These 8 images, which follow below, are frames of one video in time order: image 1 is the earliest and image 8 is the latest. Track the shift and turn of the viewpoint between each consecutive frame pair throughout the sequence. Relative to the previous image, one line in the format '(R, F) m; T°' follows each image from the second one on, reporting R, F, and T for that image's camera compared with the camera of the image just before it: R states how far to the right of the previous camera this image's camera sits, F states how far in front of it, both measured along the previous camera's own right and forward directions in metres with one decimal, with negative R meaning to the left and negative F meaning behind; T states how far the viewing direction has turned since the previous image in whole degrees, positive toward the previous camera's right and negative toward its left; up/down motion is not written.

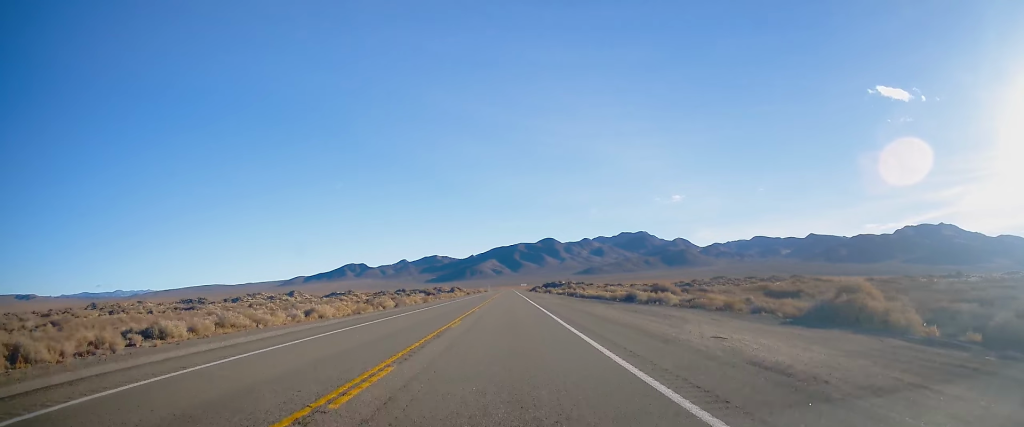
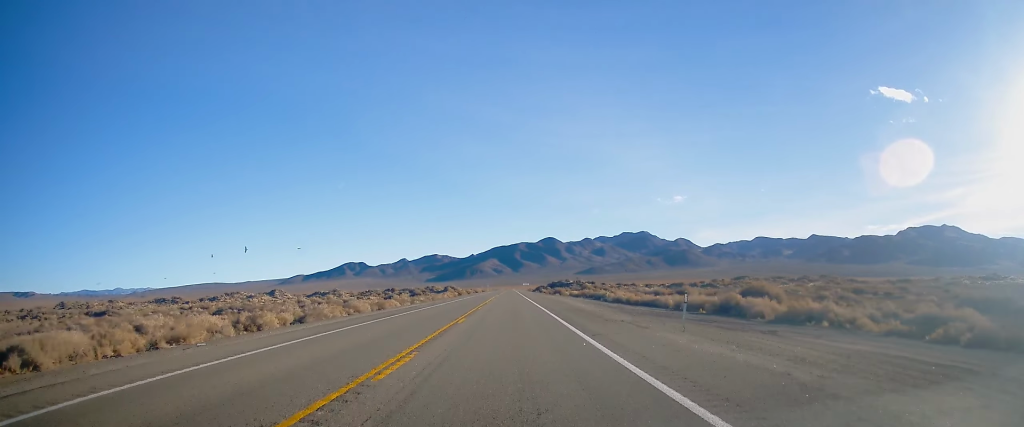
(0.0, +34.9) m; 0°
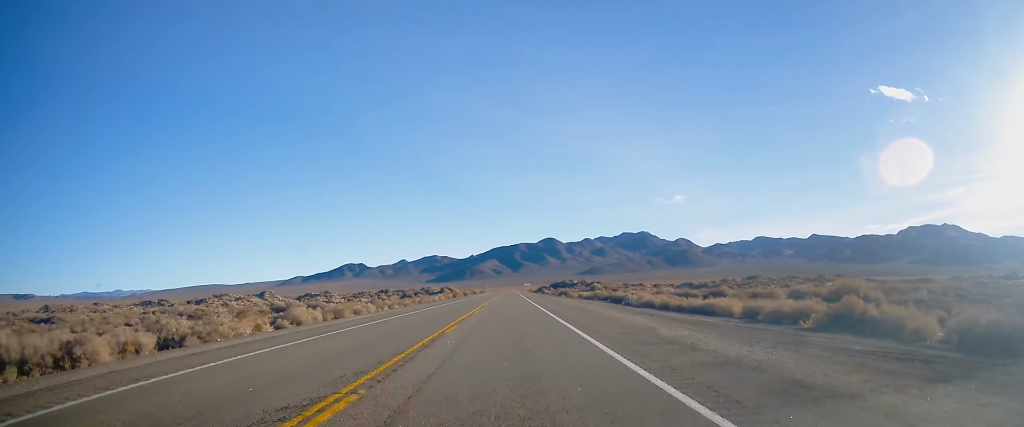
(0.0, +16.3) m; 0°
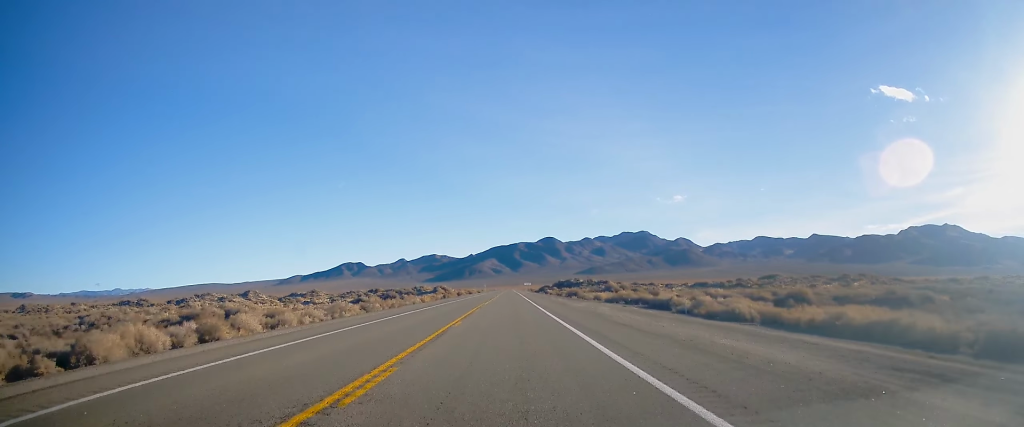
(0.0, +22.1) m; 0°
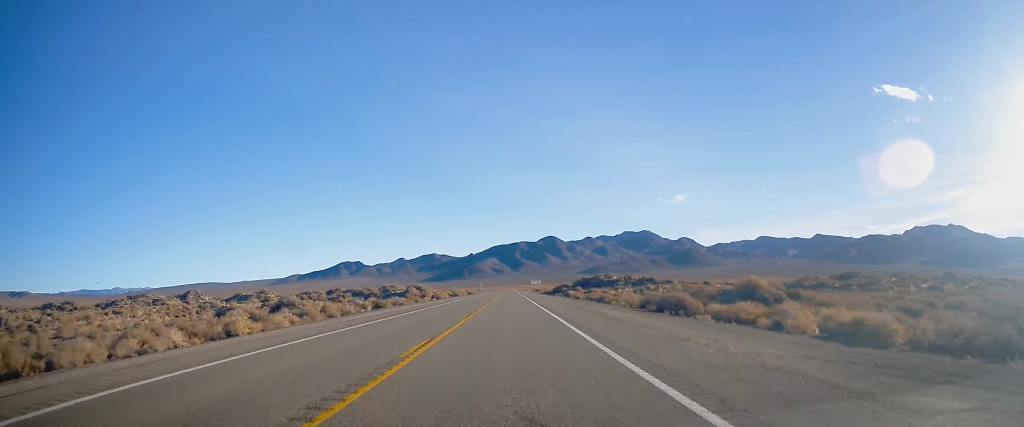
(+0.3, +69.5) m; +1°
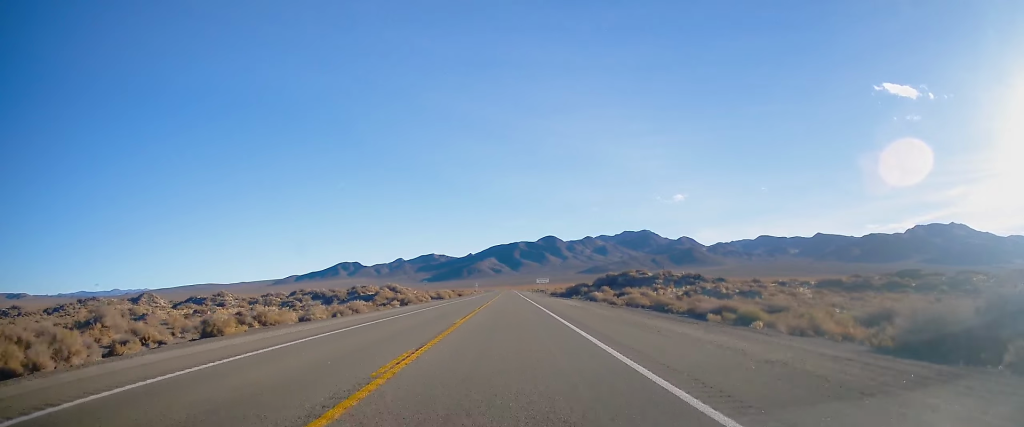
(-0.5, +39.0) m; -1°
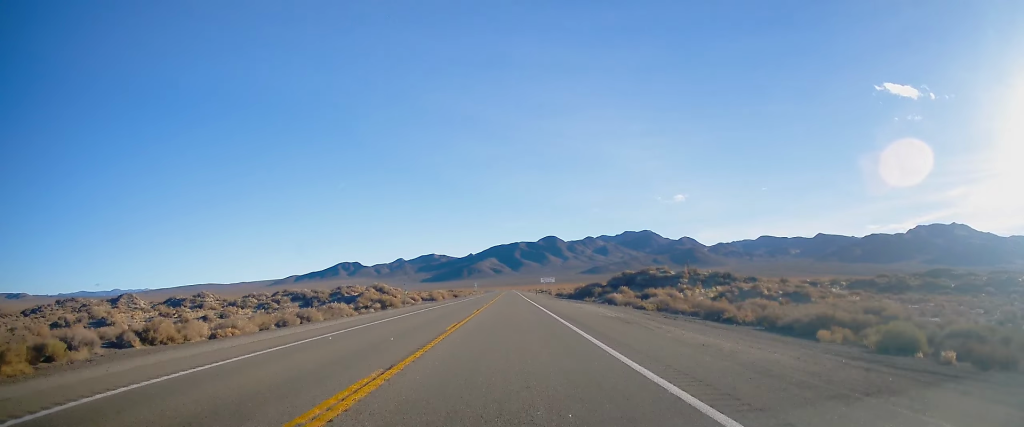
(-0.1, +15.1) m; 0°
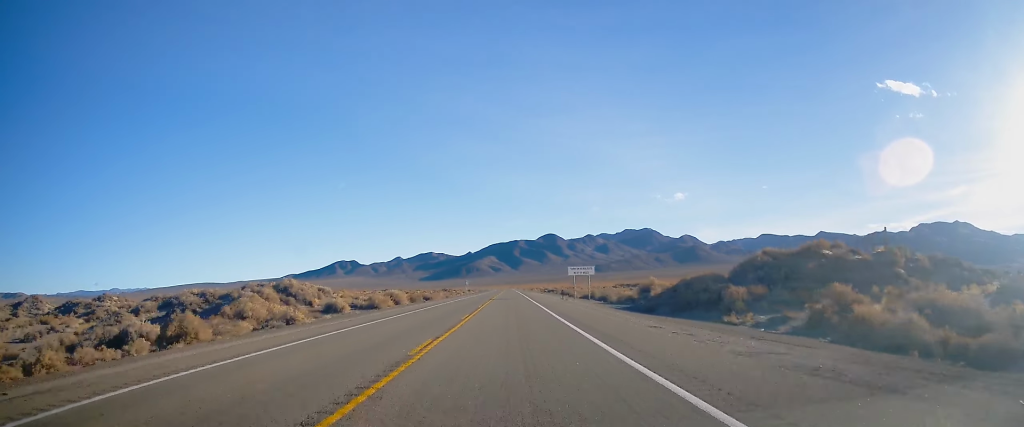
(+0.4, +55.0) m; 0°
